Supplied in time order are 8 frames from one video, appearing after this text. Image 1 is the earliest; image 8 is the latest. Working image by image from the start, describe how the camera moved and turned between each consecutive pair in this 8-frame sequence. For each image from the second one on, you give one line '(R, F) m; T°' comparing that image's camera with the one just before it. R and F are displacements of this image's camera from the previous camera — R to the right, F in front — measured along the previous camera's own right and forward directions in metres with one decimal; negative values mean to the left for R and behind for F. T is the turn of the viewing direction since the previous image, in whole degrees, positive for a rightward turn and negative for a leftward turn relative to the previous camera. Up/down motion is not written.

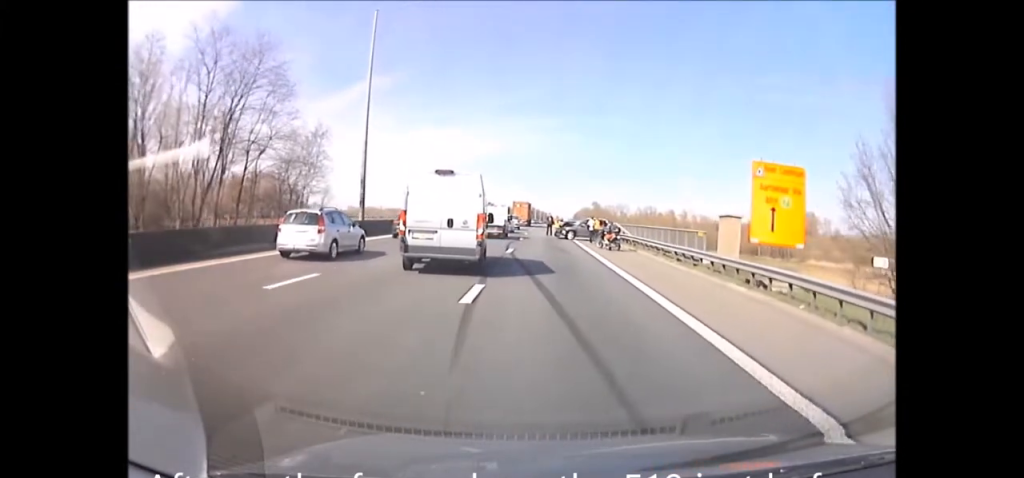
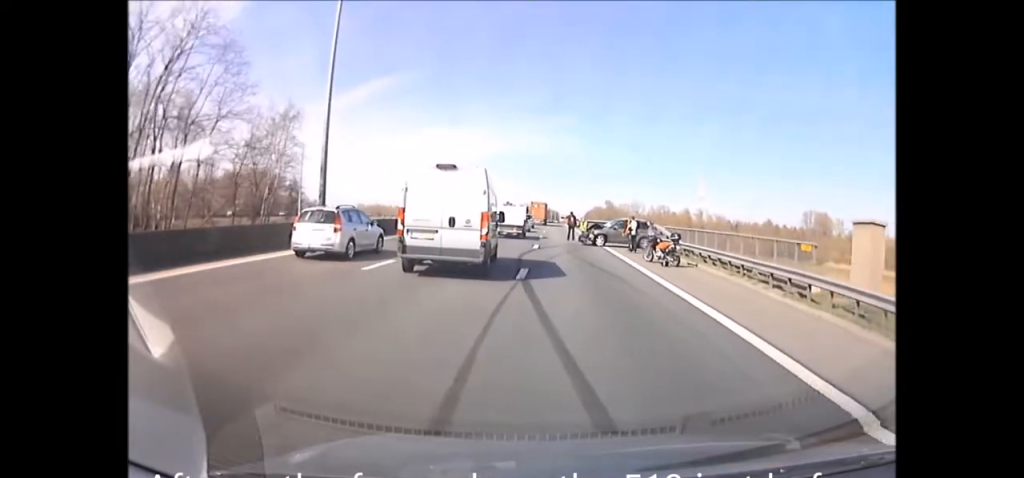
(0.0, +8.3) m; 0°
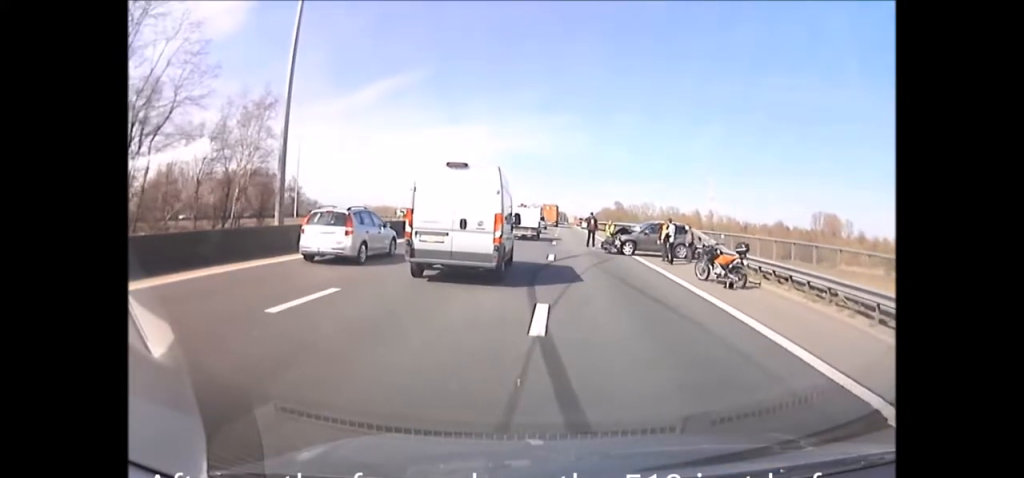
(-0.1, +5.6) m; -1°
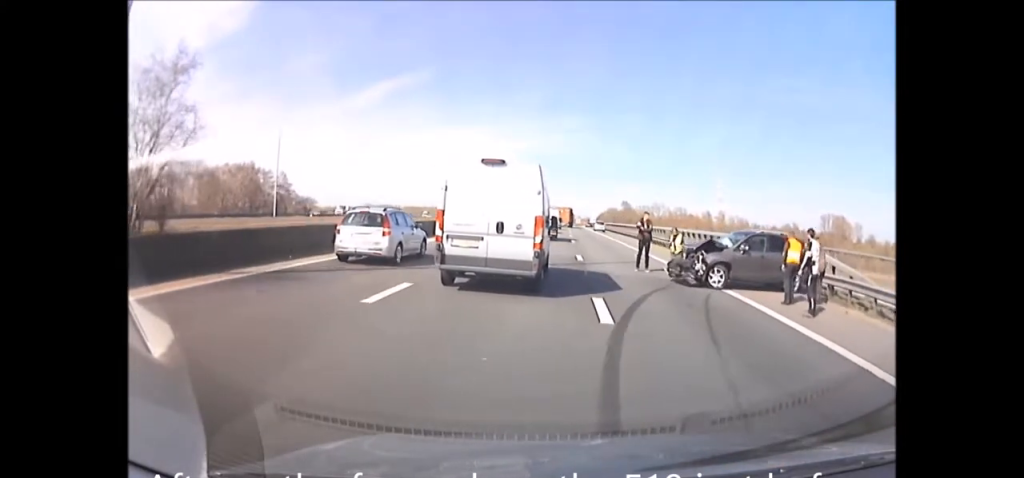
(-0.1, +10.6) m; 0°
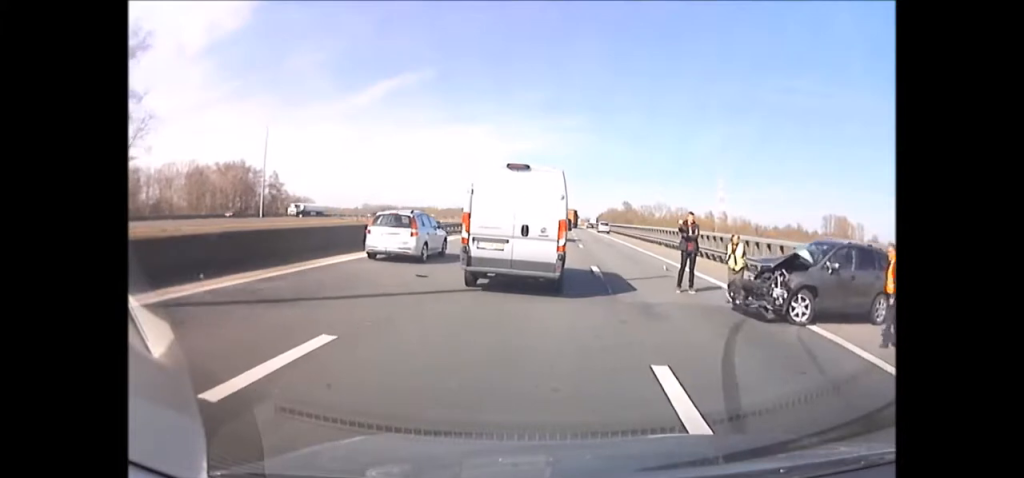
(0.0, +4.8) m; +1°
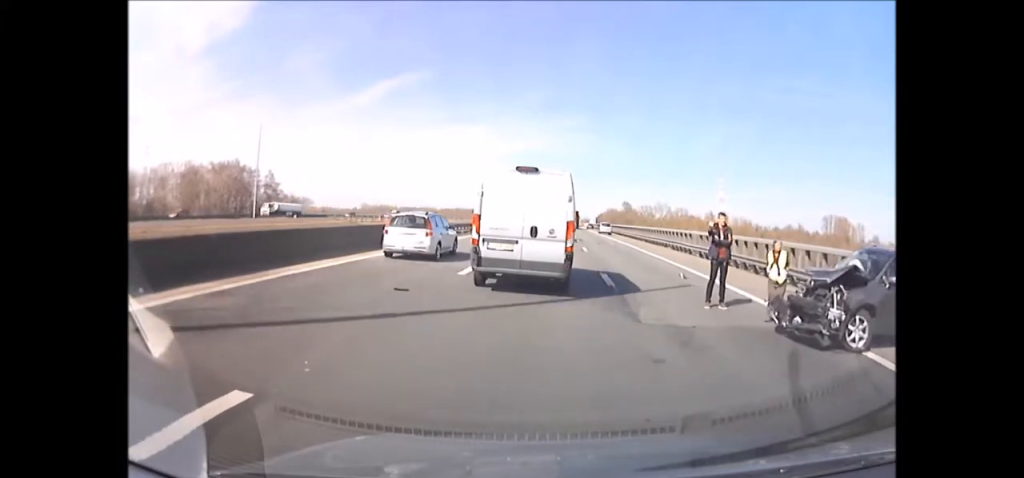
(0.0, +2.2) m; 0°
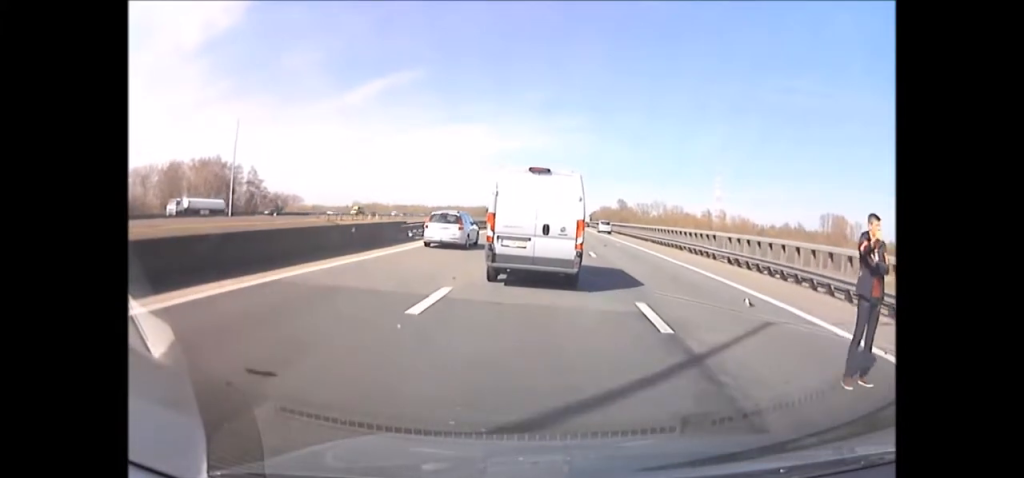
(0.0, +5.4) m; 0°
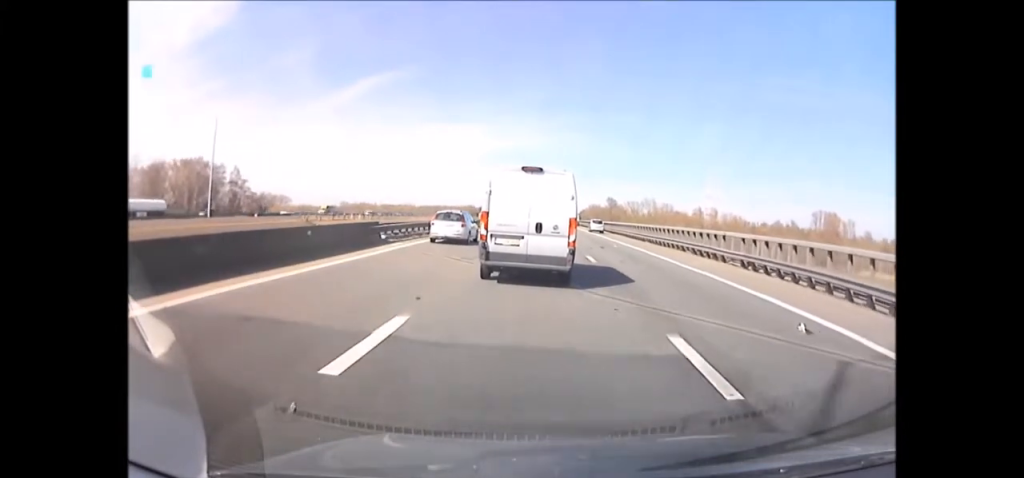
(0.0, +2.9) m; 0°
